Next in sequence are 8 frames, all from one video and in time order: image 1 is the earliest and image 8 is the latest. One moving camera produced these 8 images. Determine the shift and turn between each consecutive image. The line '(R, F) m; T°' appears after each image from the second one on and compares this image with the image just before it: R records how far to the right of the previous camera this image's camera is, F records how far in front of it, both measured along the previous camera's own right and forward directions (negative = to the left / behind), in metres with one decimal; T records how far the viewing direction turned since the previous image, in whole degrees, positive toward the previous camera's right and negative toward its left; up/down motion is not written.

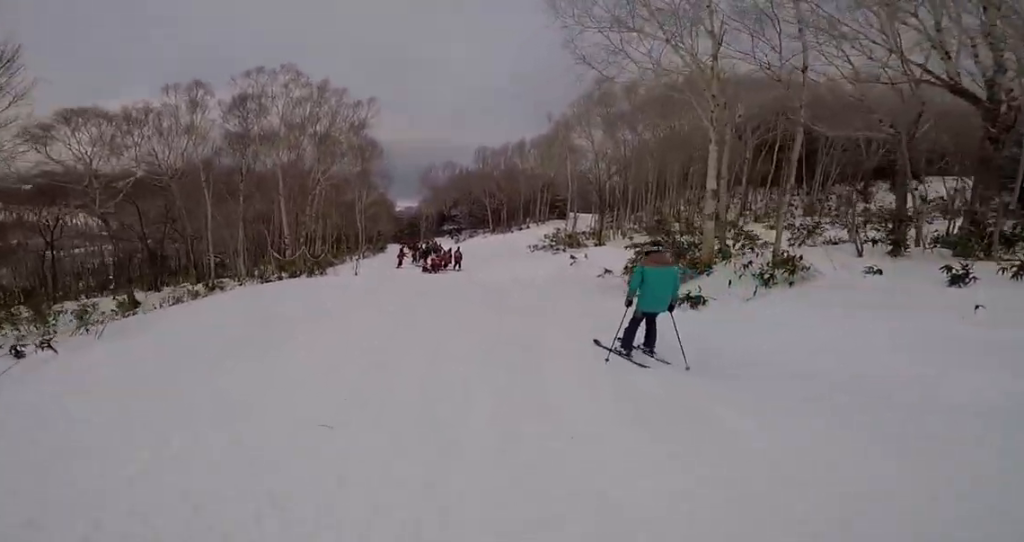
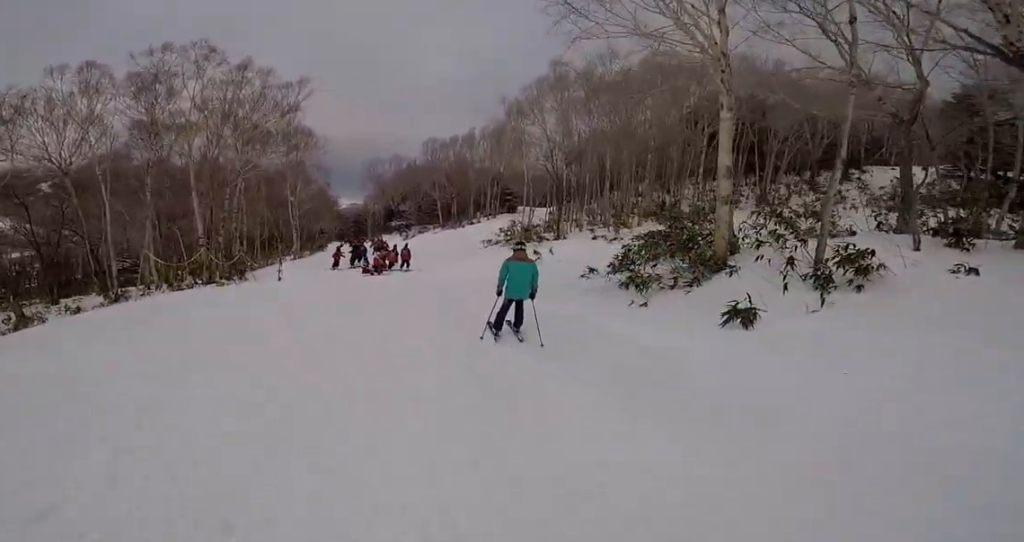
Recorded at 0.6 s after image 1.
(-0.9, +3.3) m; -7°
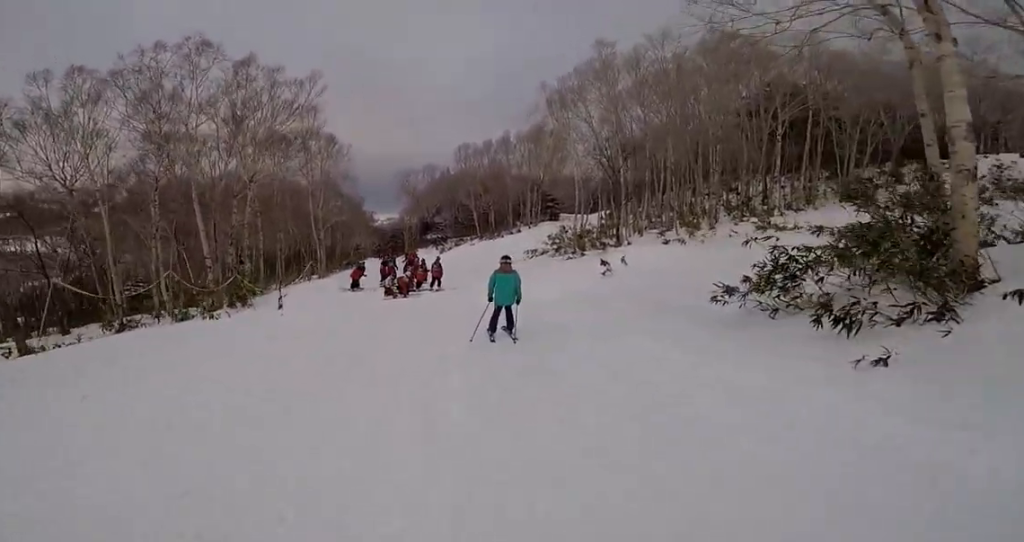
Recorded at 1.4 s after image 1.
(+0.3, +4.1) m; +4°
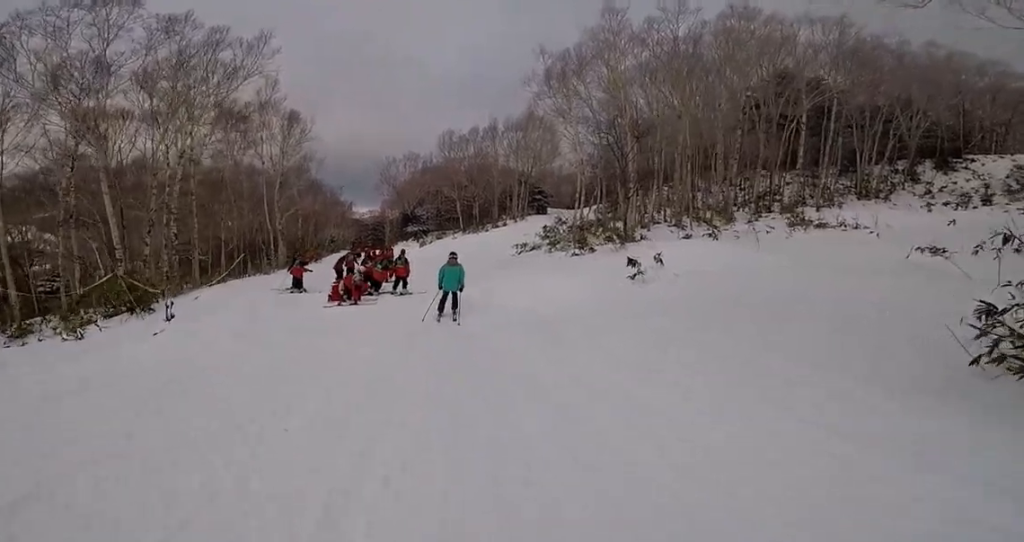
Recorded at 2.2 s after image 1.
(+0.2, +4.5) m; +4°
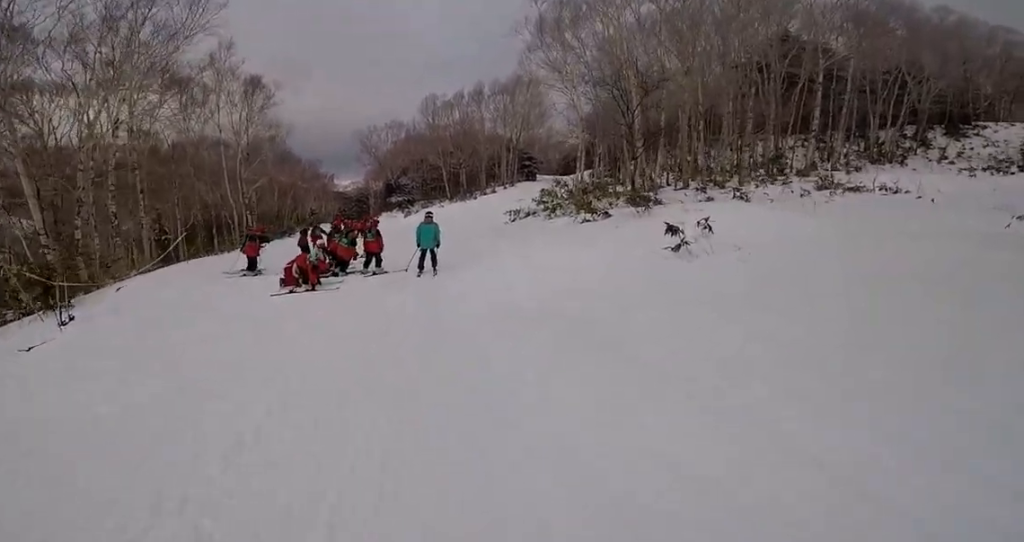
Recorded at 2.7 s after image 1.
(0.0, +2.6) m; +1°
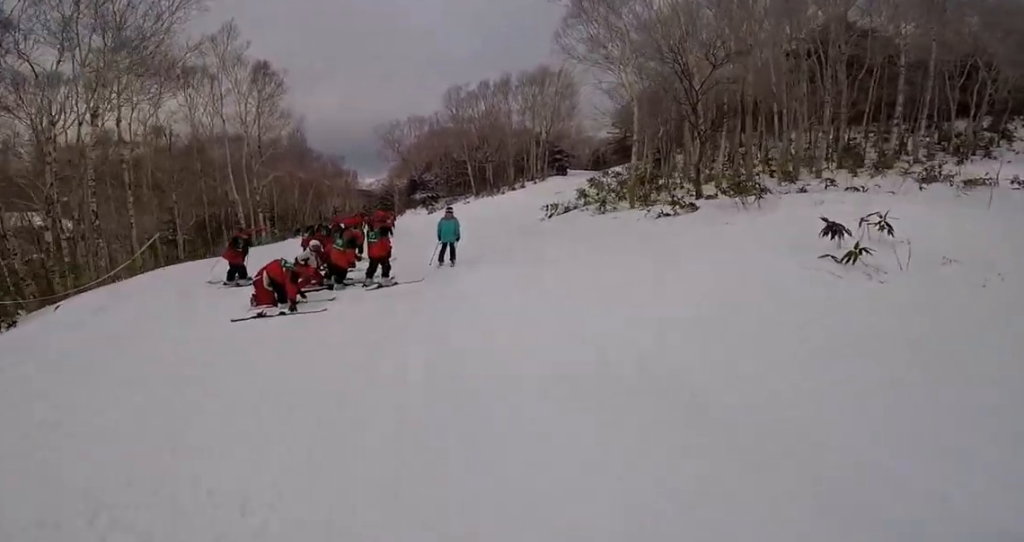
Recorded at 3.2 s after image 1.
(0.0, +3.0) m; -1°
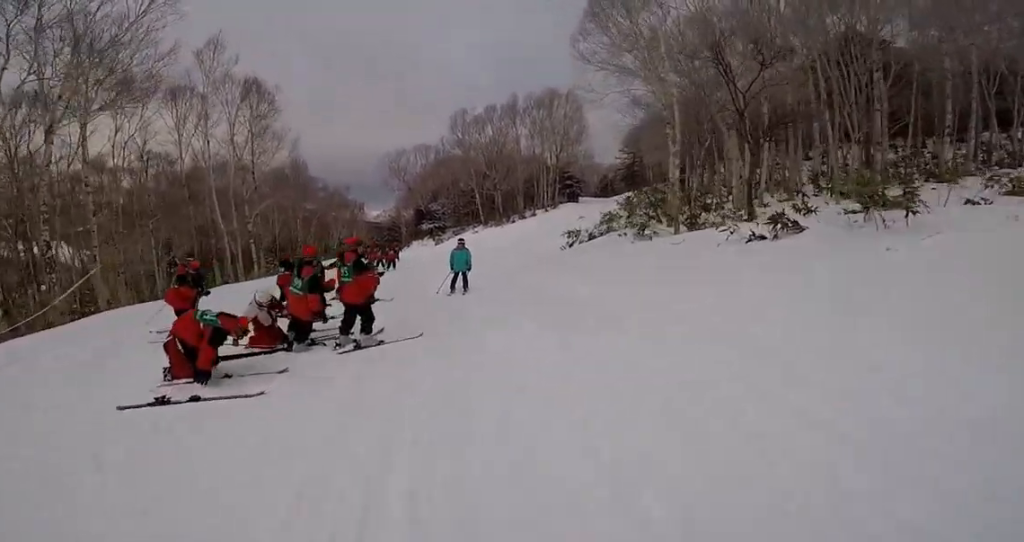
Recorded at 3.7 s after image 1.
(0.0, +2.7) m; -1°
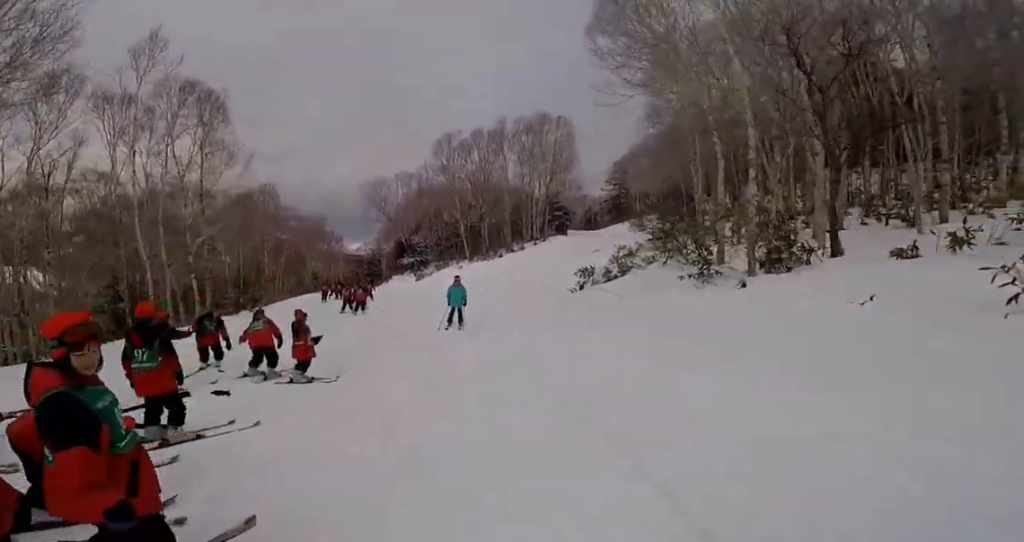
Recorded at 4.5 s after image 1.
(-0.1, +4.2) m; -7°
